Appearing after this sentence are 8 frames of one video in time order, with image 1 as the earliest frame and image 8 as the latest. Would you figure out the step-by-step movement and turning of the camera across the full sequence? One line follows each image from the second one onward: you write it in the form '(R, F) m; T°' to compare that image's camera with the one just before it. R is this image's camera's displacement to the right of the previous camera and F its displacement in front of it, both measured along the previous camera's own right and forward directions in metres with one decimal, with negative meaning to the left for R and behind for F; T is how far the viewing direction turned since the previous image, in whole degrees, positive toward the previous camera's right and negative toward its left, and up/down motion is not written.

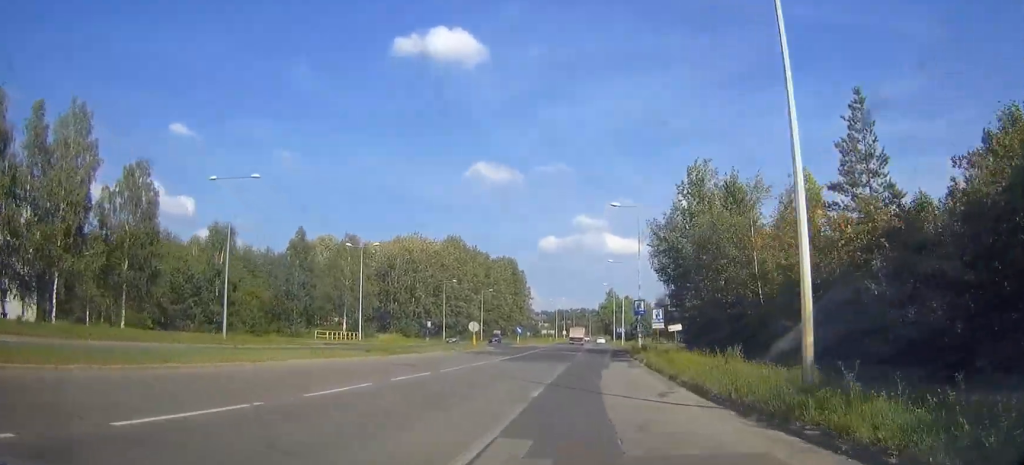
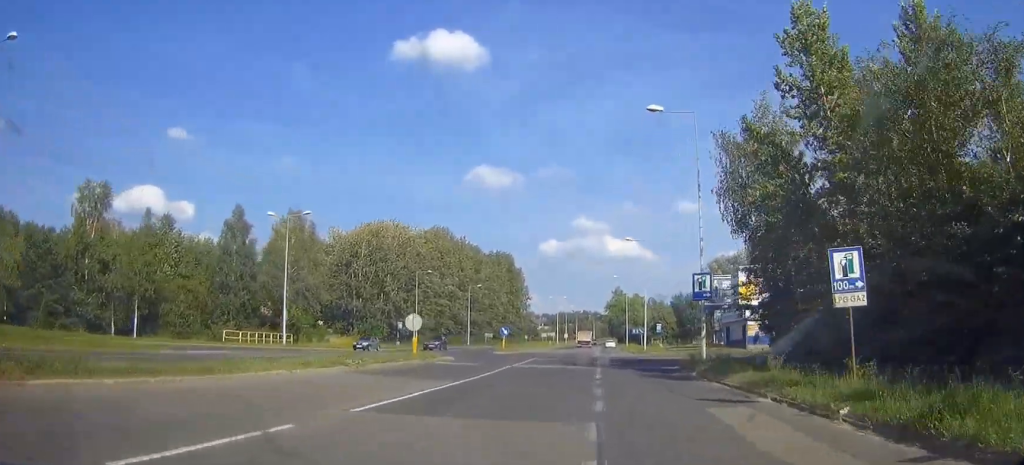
(+0.1, +25.3) m; +1°
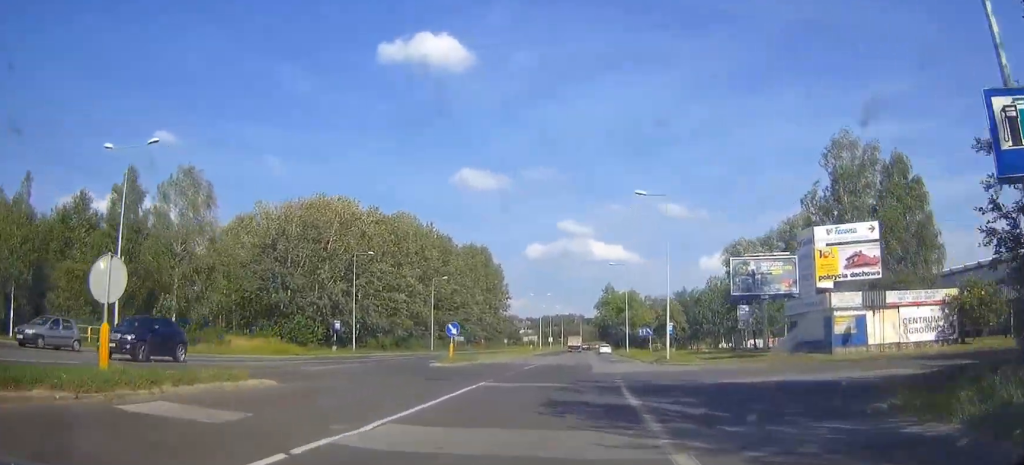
(+0.1, +24.6) m; 0°
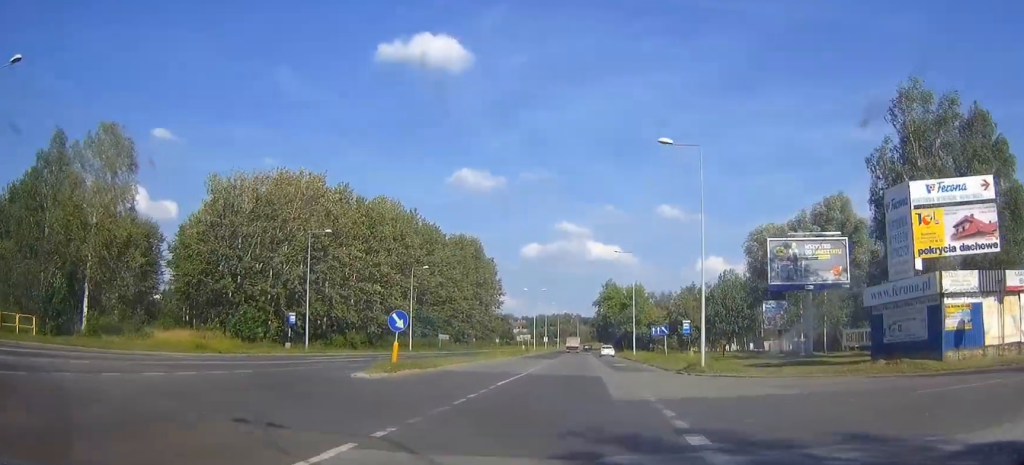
(0.0, +13.5) m; +1°
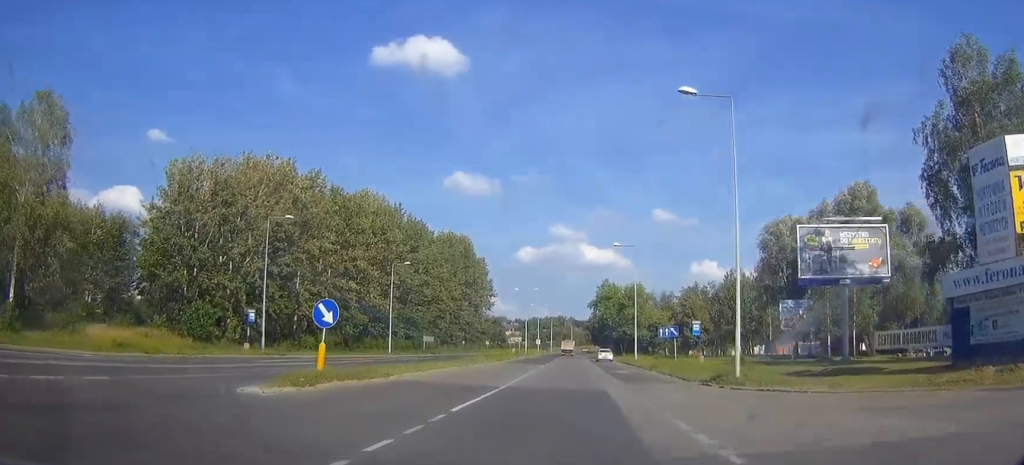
(0.0, +8.4) m; 0°
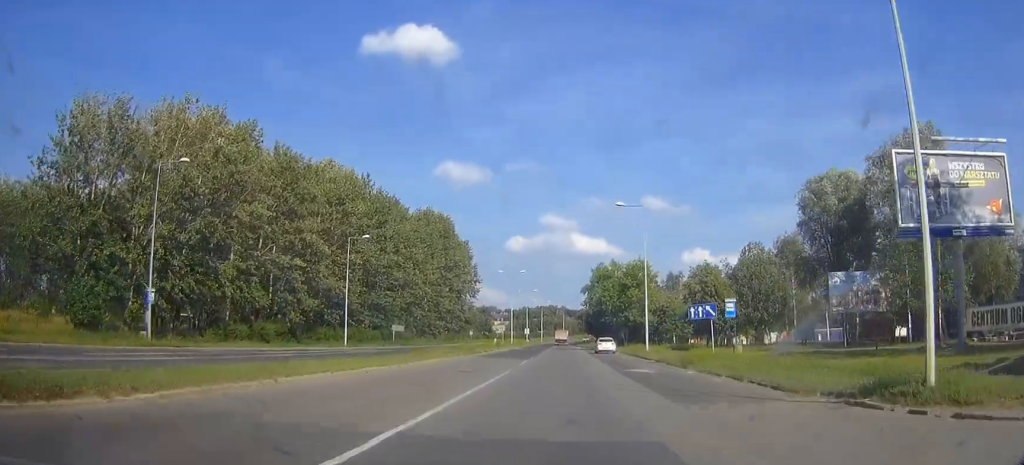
(+0.1, +15.7) m; +1°
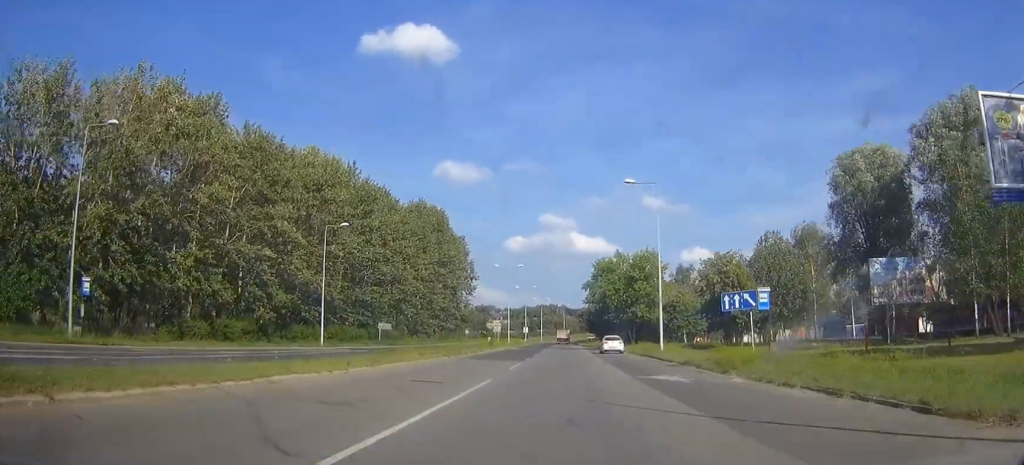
(0.0, +8.0) m; 0°
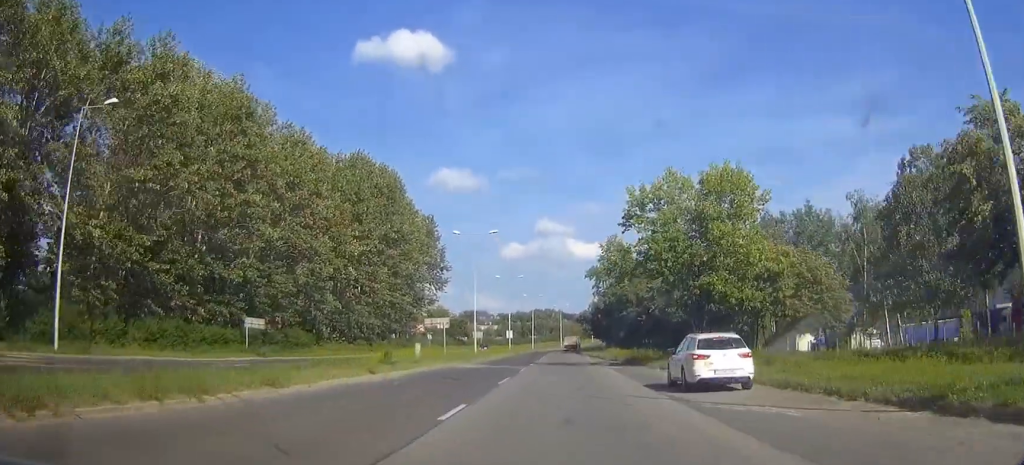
(+0.1, +40.3) m; 0°
